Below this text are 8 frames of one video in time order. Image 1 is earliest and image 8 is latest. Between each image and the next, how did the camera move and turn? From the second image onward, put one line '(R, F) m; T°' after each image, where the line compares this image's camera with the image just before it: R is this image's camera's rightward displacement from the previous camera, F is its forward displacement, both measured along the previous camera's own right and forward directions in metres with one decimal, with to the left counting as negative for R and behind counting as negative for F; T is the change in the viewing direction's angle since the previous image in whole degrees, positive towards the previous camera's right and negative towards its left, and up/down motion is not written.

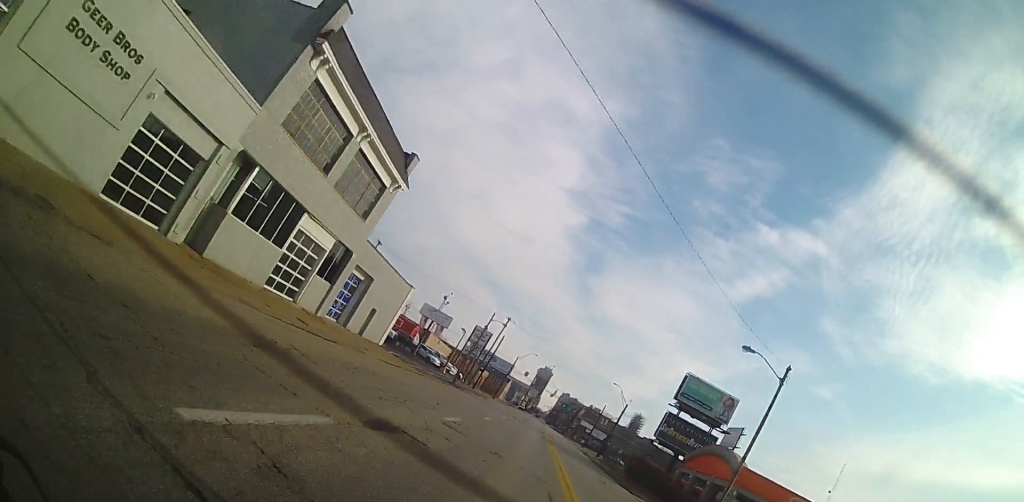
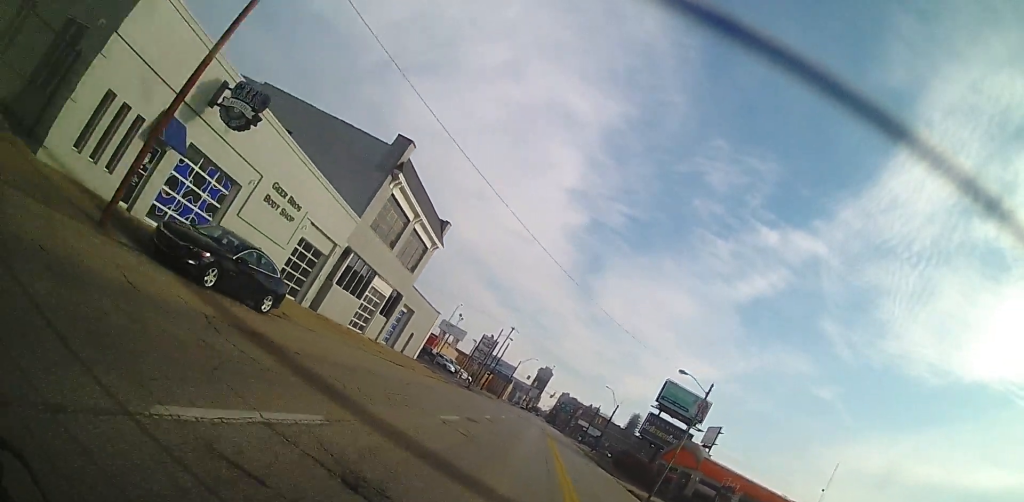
(-0.2, +11.5) m; 0°
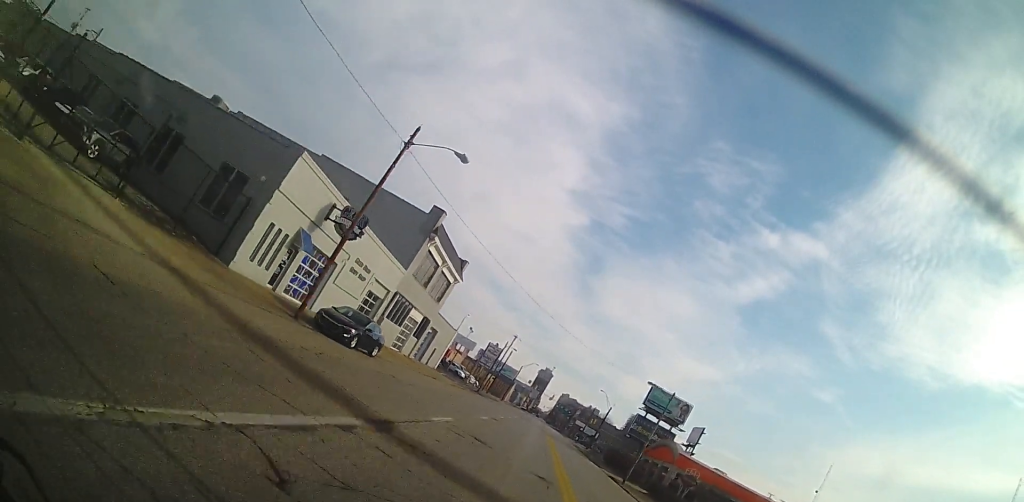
(+0.1, +10.3) m; +2°
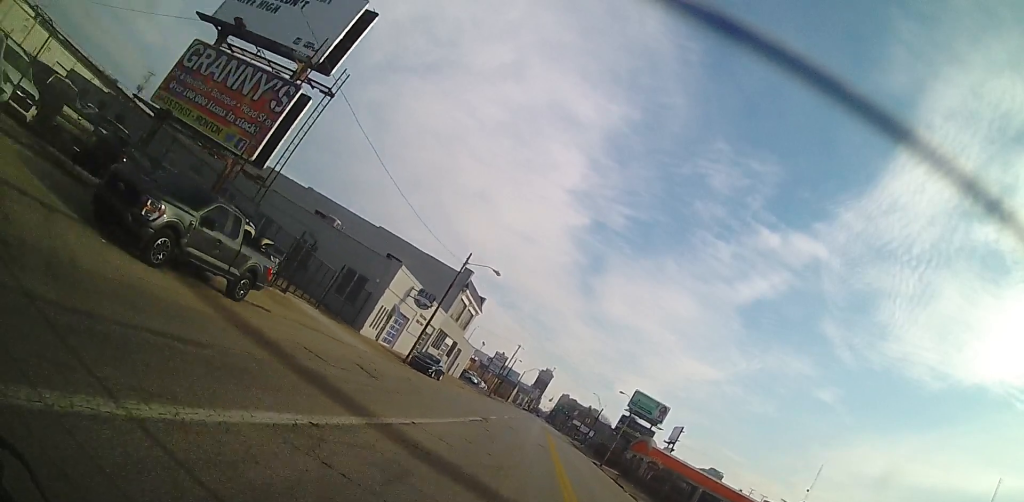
(+0.3, +16.4) m; +1°
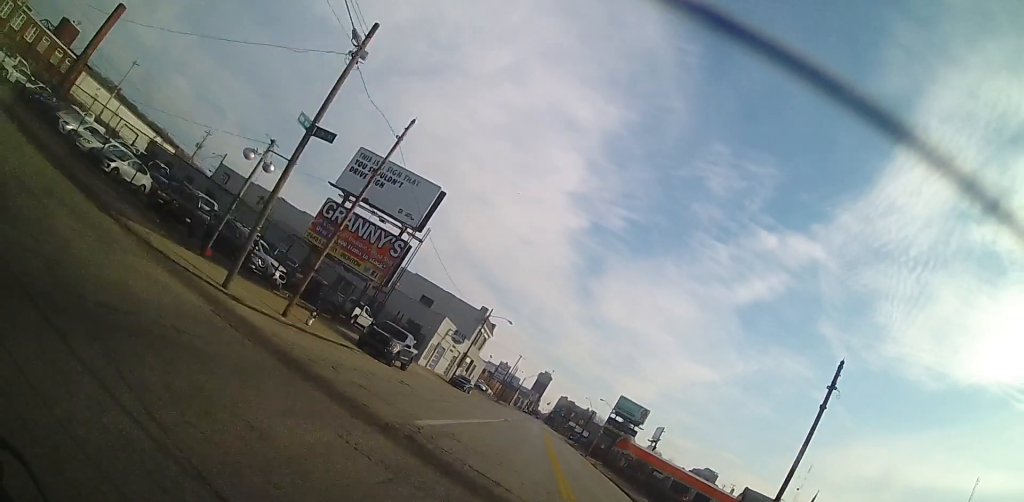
(+0.1, +18.4) m; +1°
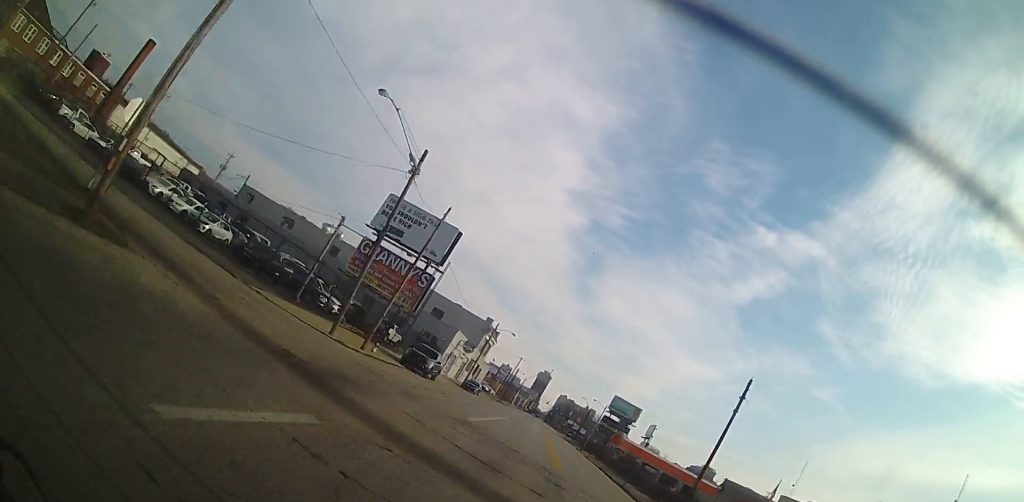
(0.0, +9.1) m; 0°
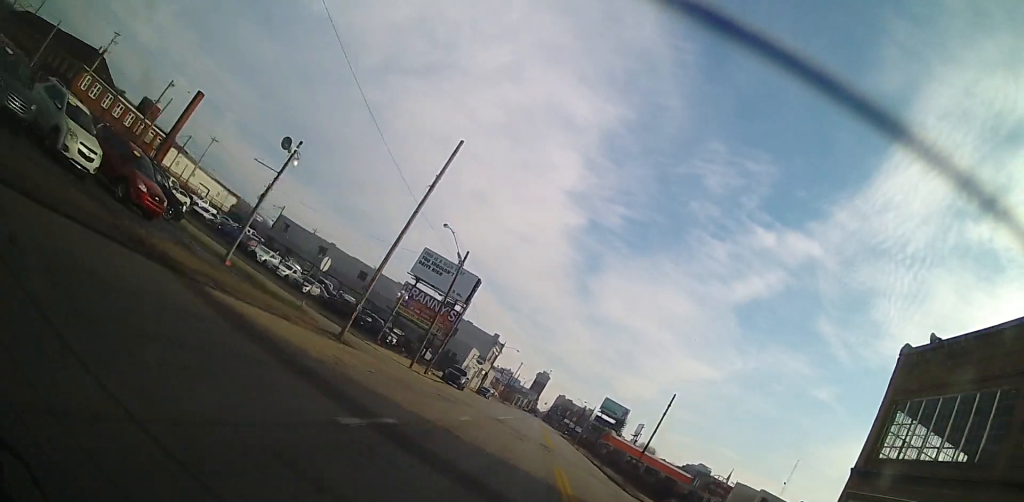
(-0.2, +16.1) m; 0°
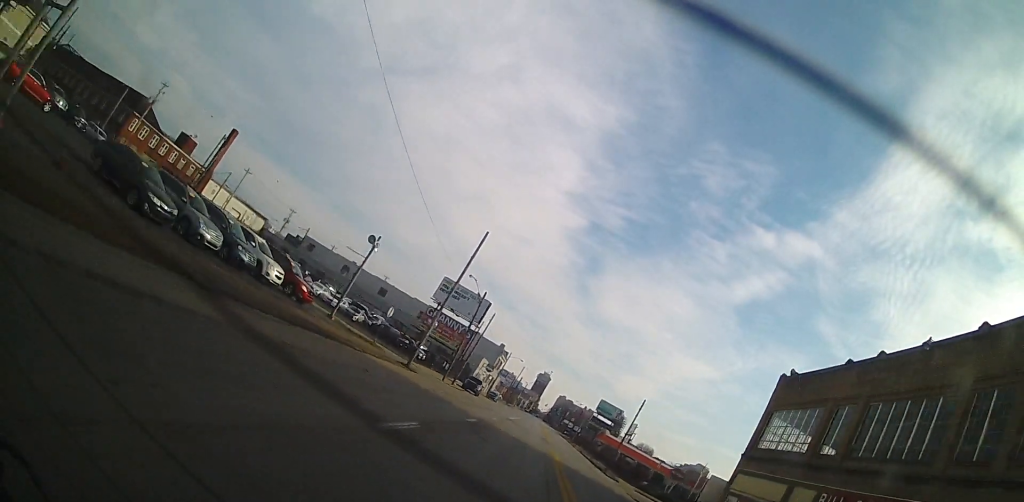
(+0.1, +13.2) m; -1°
